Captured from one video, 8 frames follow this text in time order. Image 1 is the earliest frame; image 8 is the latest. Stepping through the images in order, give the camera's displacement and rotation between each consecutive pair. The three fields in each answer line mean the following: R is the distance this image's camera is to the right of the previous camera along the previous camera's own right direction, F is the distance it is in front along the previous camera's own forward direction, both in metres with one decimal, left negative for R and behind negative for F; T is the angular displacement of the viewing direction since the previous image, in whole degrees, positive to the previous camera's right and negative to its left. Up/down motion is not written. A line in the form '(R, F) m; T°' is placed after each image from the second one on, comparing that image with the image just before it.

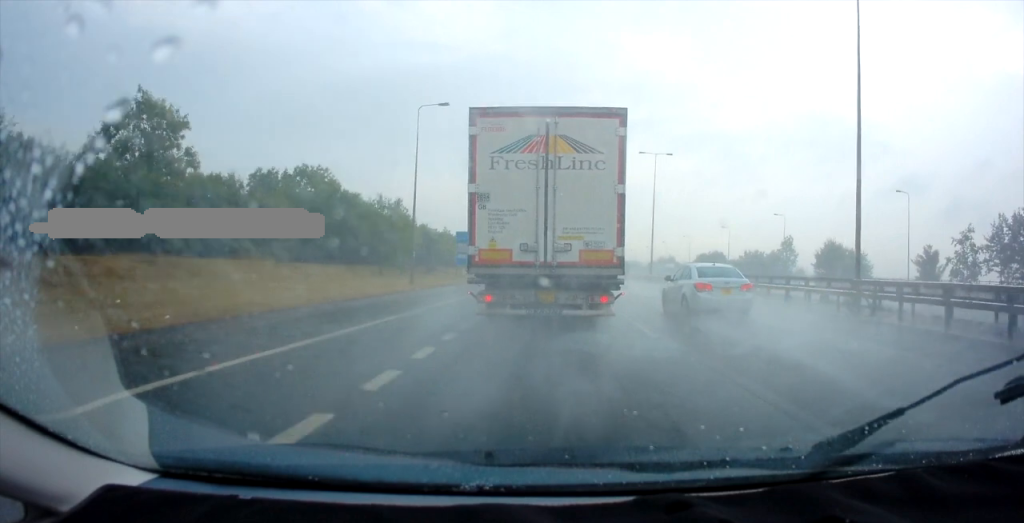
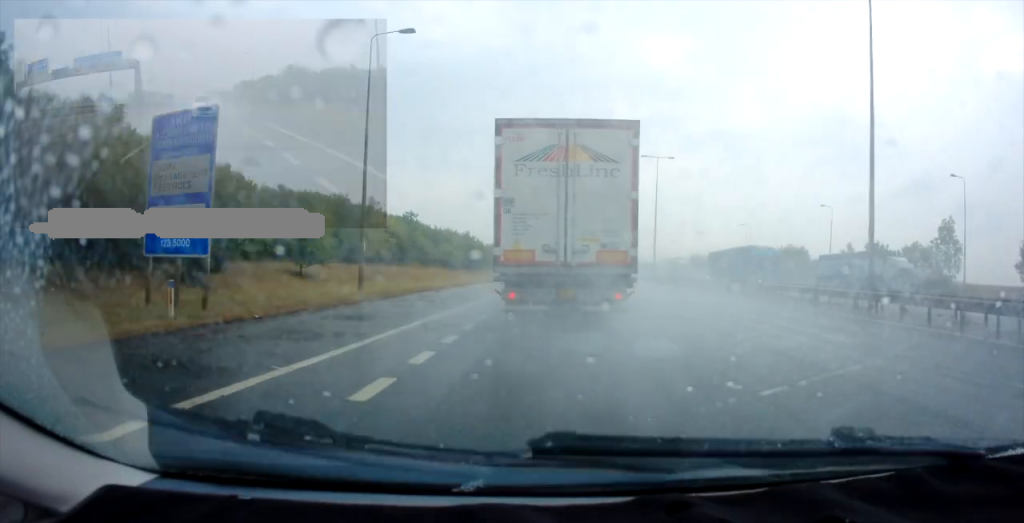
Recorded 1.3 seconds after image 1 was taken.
(+0.1, +29.8) m; 0°
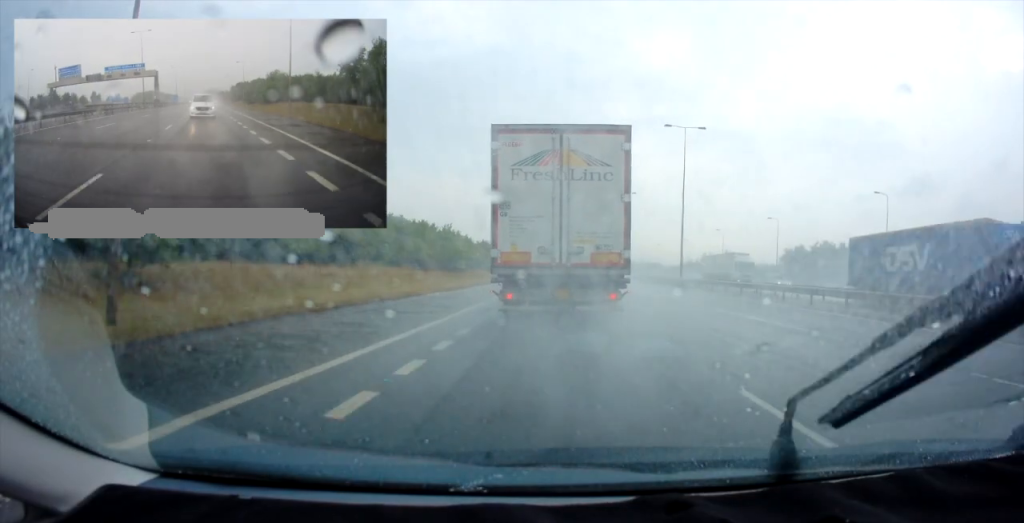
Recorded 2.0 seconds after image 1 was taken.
(0.0, +17.3) m; +1°
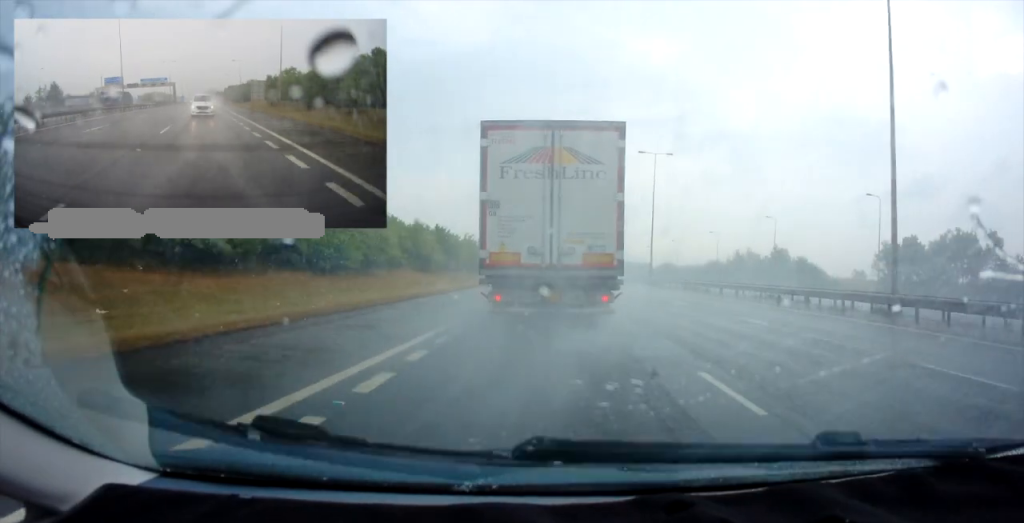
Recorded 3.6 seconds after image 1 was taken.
(+0.3, +37.7) m; +1°
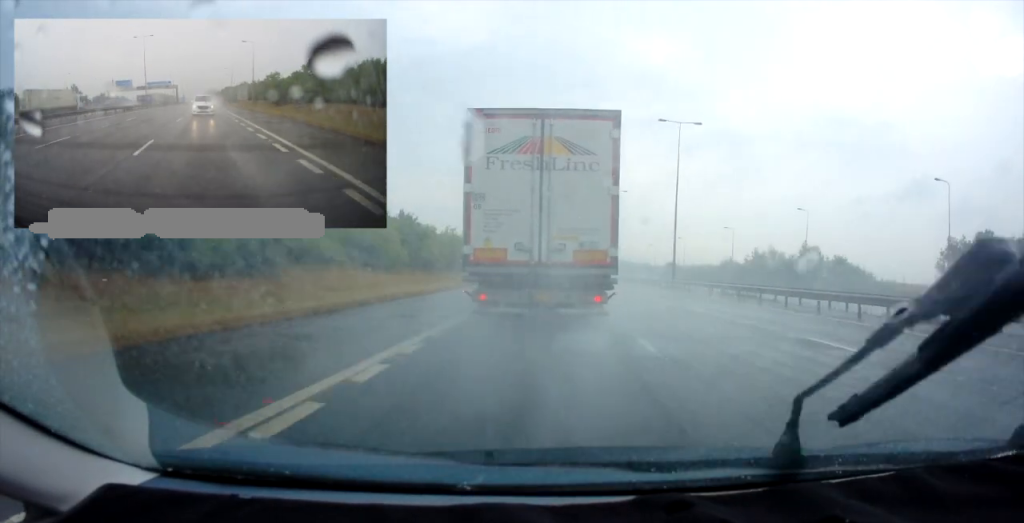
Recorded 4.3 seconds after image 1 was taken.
(-0.2, +14.9) m; +1°
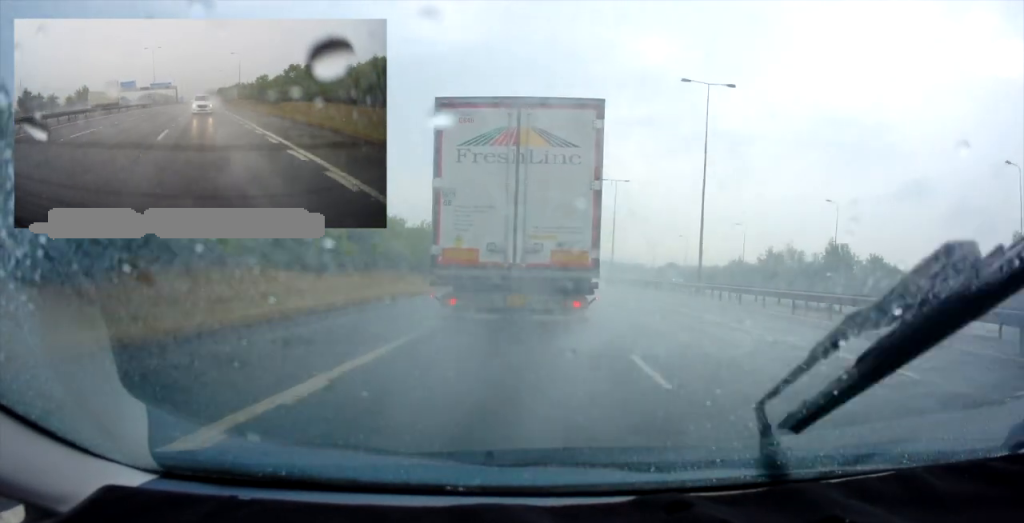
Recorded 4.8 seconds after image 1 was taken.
(+0.2, +11.9) m; +1°
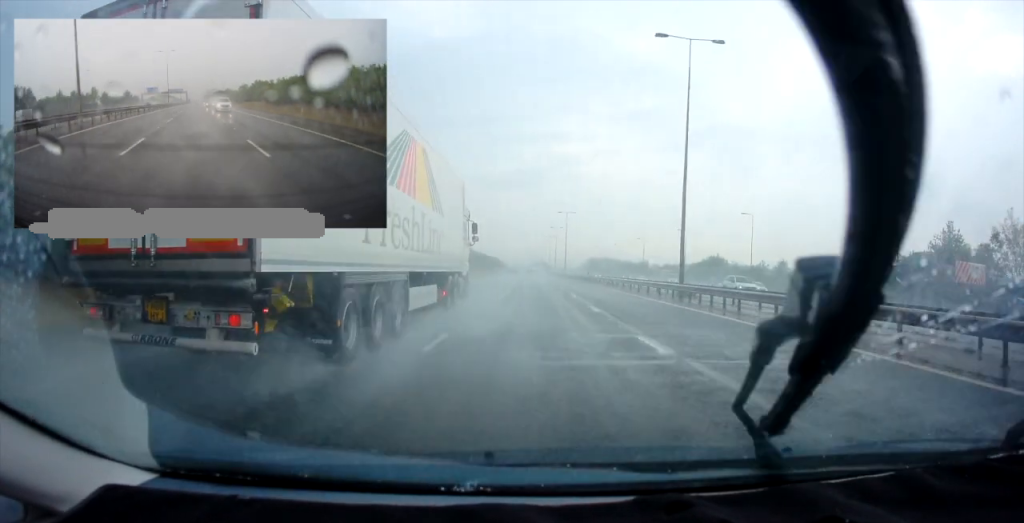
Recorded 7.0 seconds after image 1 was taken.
(+0.4, +52.7) m; -1°
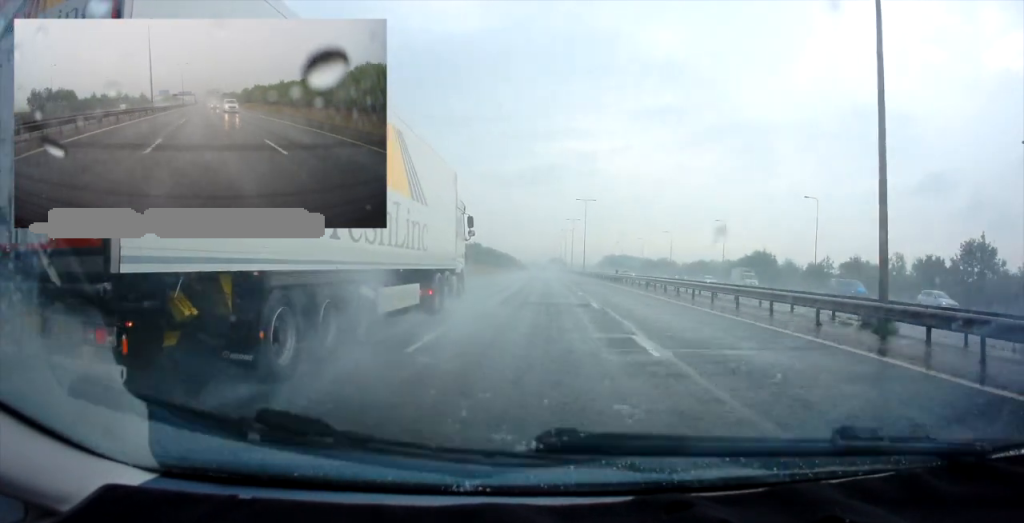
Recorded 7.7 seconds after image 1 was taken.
(-0.1, +18.1) m; -1°
